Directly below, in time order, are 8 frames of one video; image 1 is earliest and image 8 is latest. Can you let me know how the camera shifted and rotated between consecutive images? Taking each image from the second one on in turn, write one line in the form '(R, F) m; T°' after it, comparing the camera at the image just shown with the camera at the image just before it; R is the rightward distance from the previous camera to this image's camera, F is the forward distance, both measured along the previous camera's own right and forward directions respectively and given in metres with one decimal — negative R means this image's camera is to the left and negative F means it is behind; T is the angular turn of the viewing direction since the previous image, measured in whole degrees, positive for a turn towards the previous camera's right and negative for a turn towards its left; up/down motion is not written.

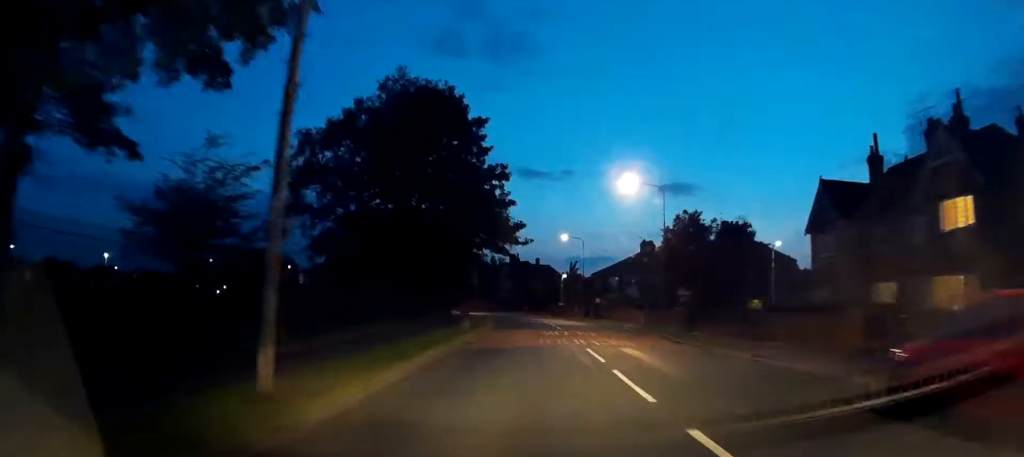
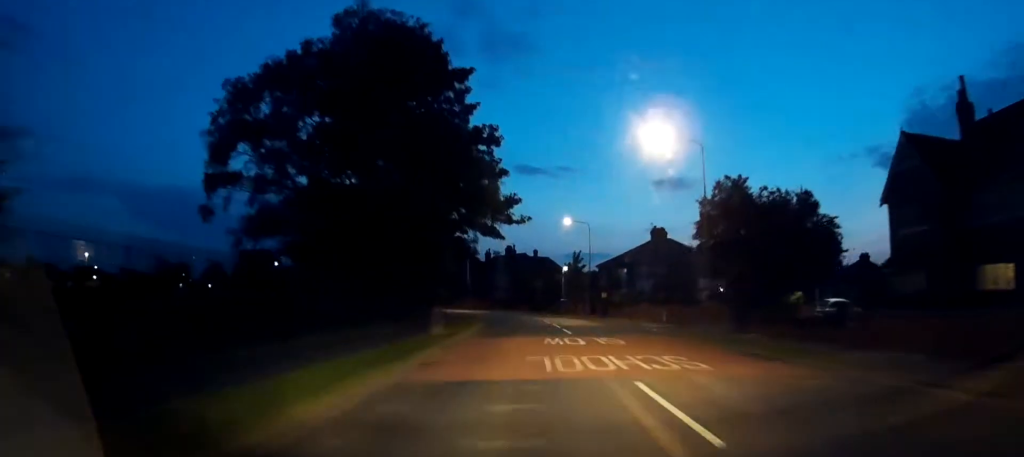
(+0.2, +7.9) m; +1°
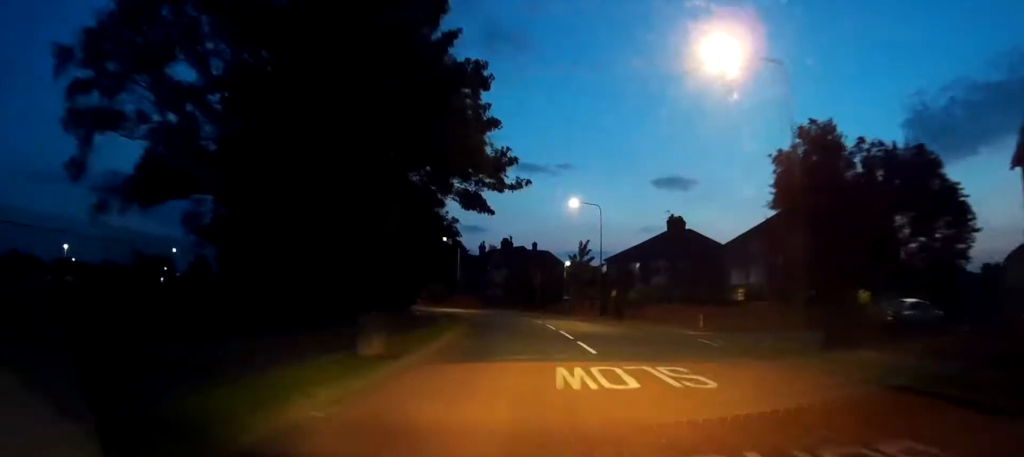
(-0.1, +8.8) m; -1°
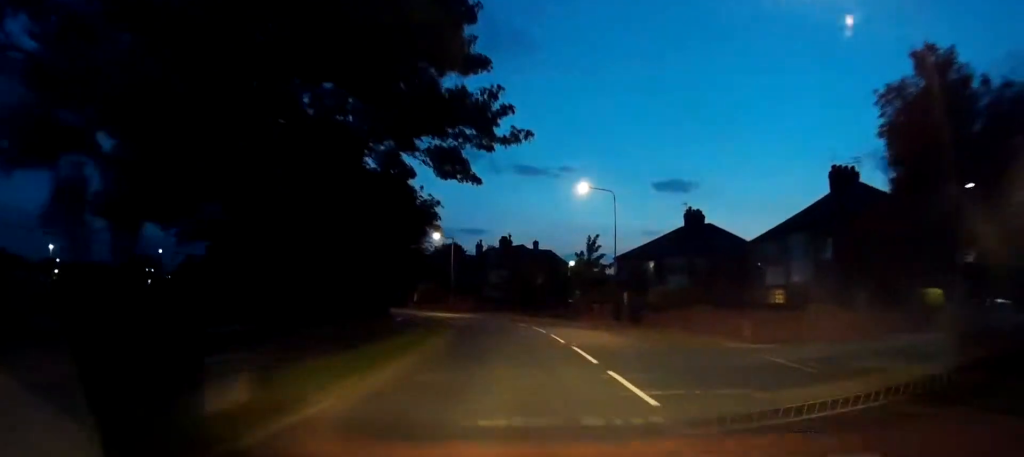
(0.0, +6.9) m; 0°
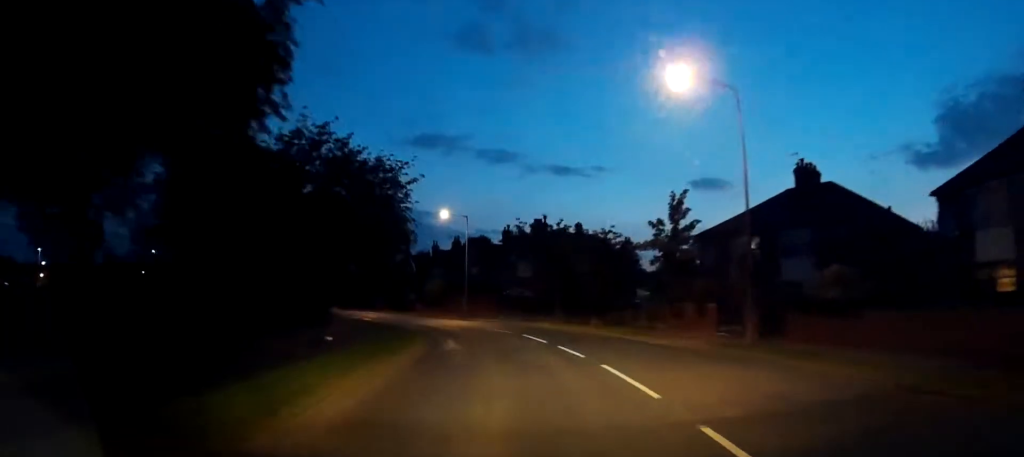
(-0.1, +18.5) m; -2°
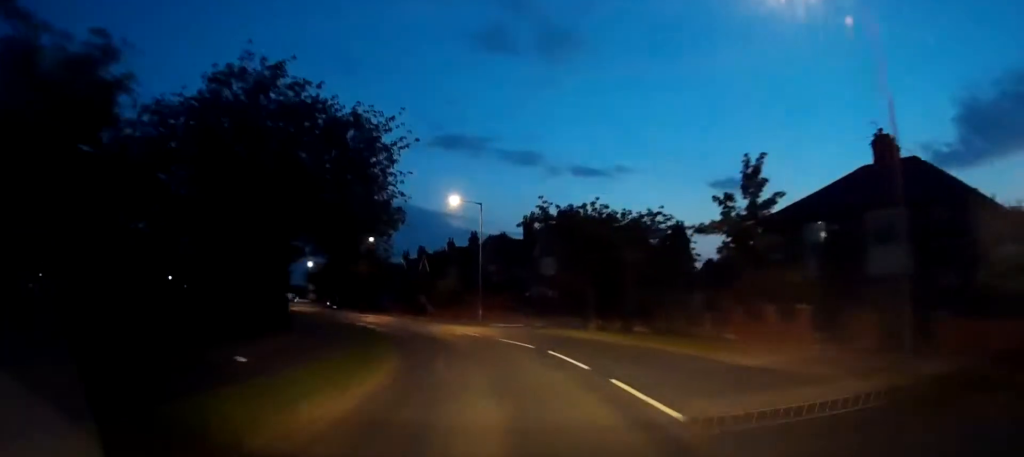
(-0.1, +7.7) m; -3°
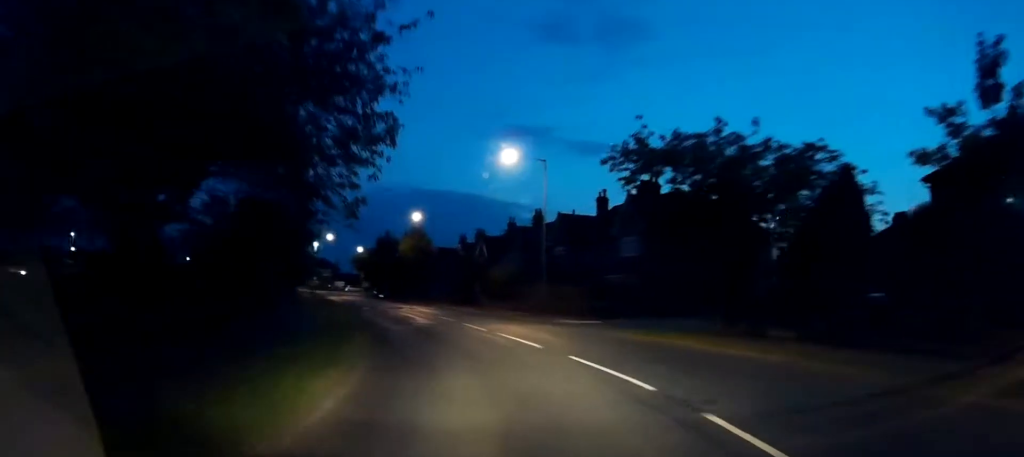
(-0.6, +10.8) m; -6°
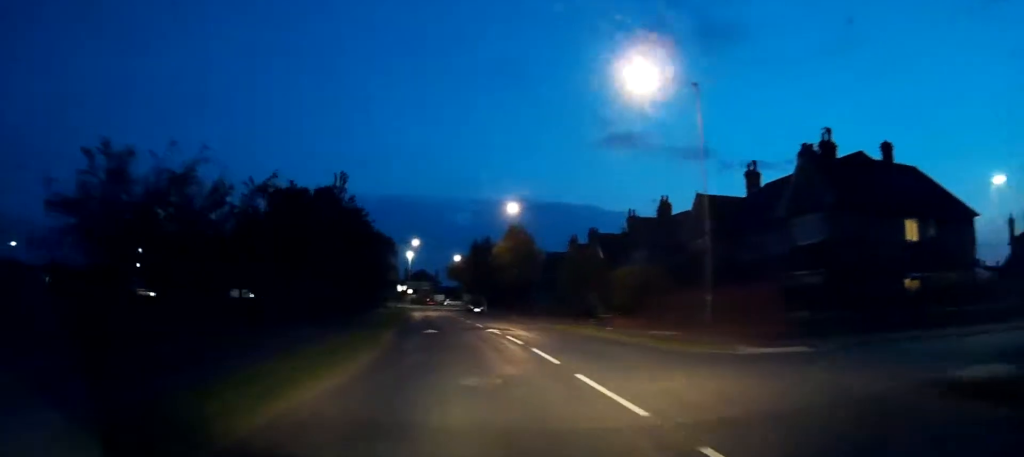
(-0.8, +13.4) m; -8°
